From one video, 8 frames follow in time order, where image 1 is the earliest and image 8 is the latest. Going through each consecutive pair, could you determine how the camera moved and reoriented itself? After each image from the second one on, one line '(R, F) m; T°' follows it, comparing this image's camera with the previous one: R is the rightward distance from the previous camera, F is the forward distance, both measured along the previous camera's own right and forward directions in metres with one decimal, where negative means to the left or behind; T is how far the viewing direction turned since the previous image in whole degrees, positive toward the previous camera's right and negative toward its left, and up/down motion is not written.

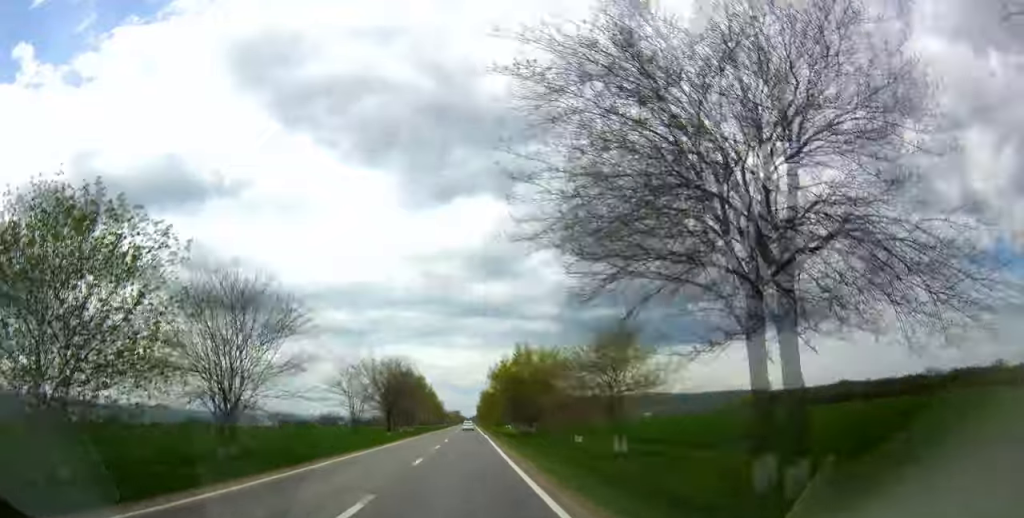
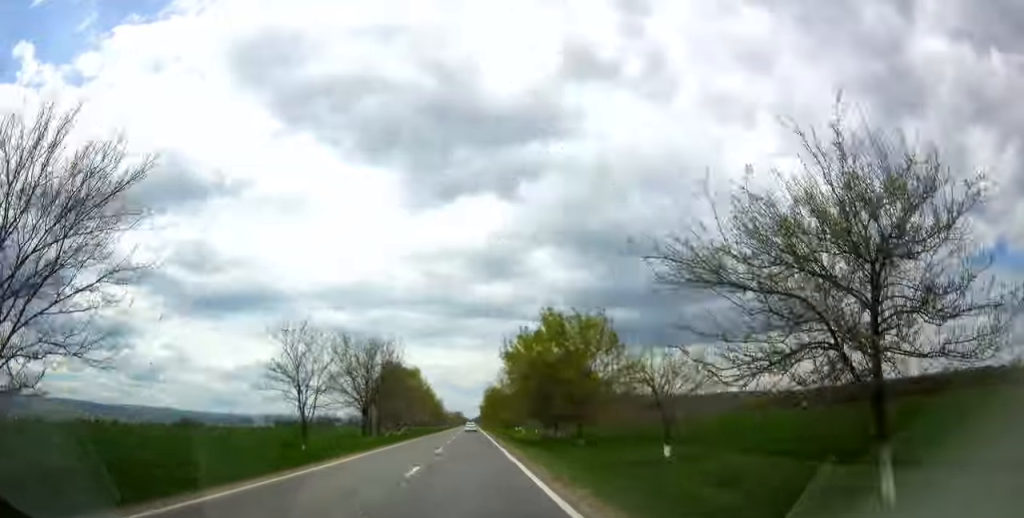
(-0.3, +15.8) m; 0°
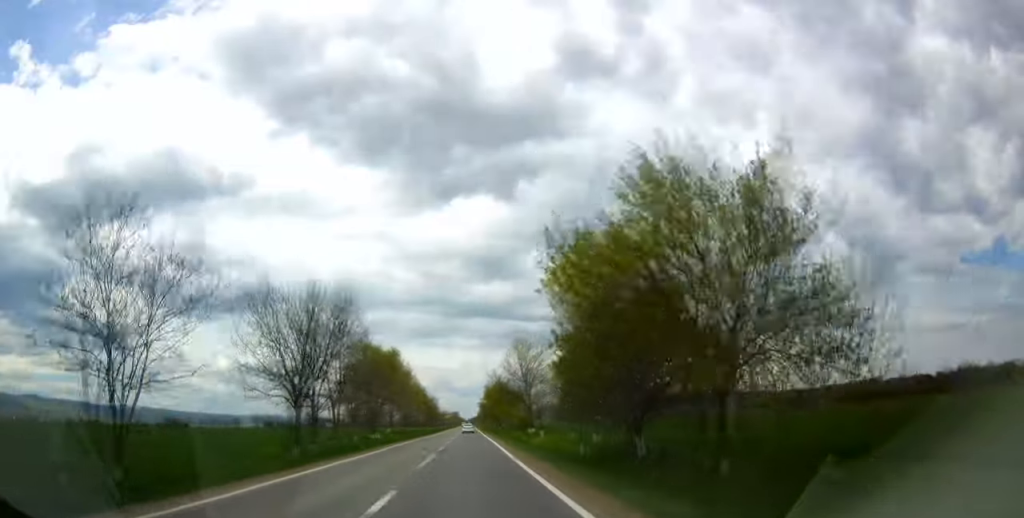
(-0.3, +19.4) m; +1°
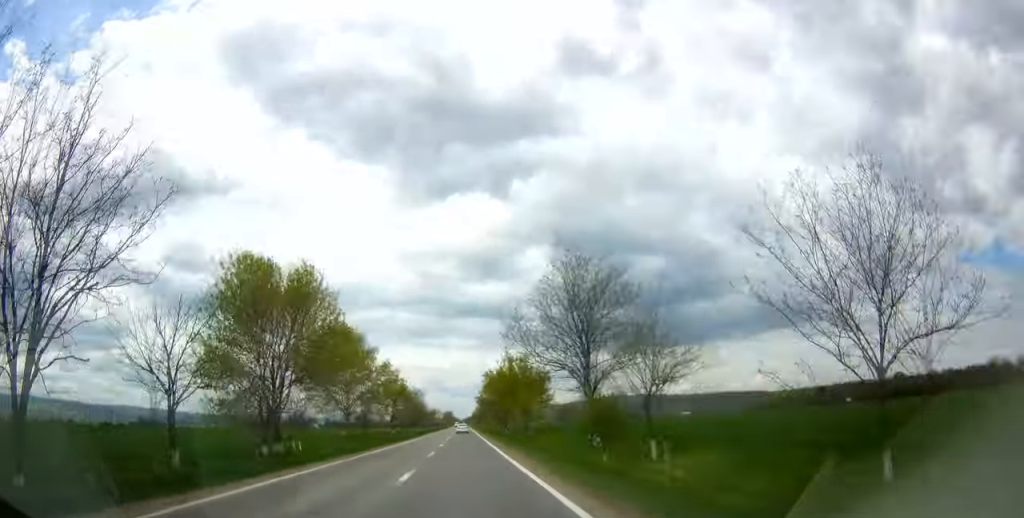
(+0.9, +31.3) m; 0°
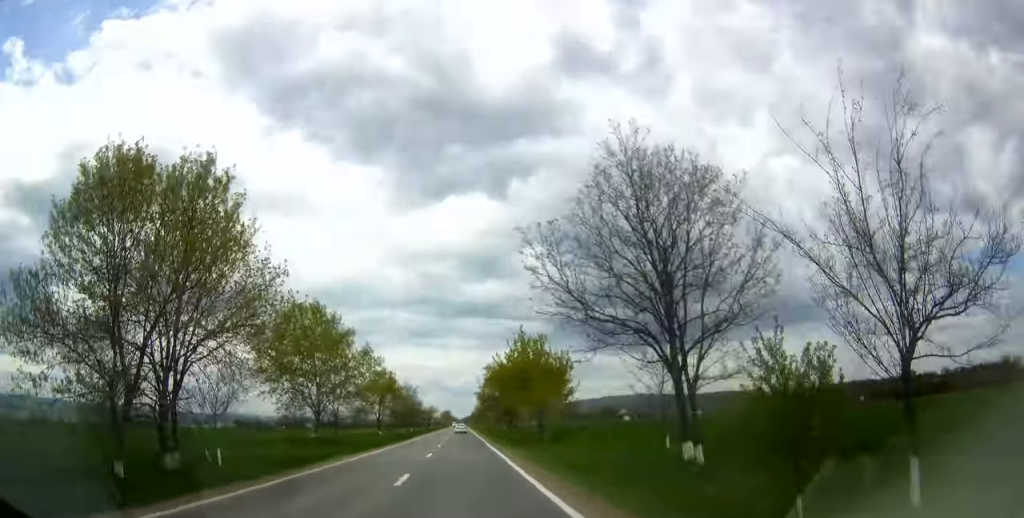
(-0.3, +11.9) m; -1°
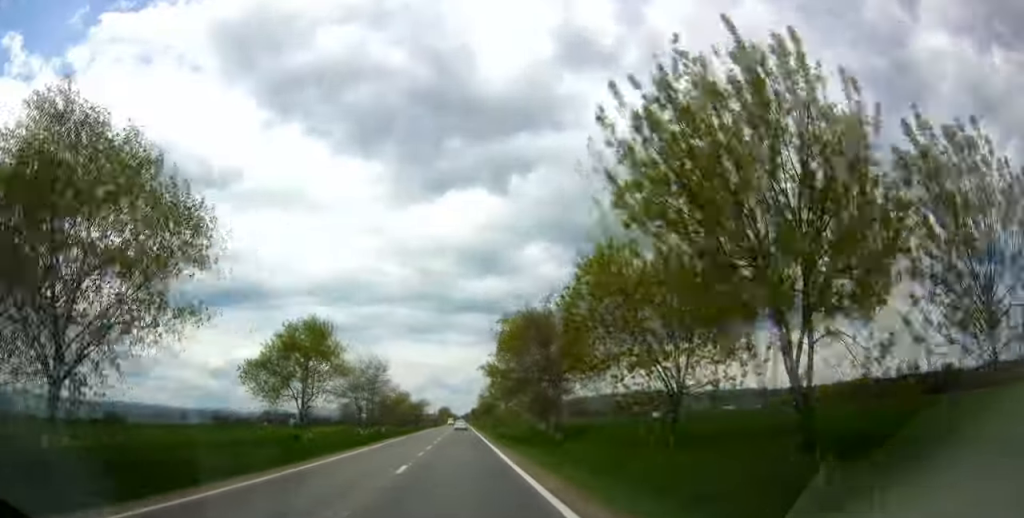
(-0.5, +34.4) m; +1°
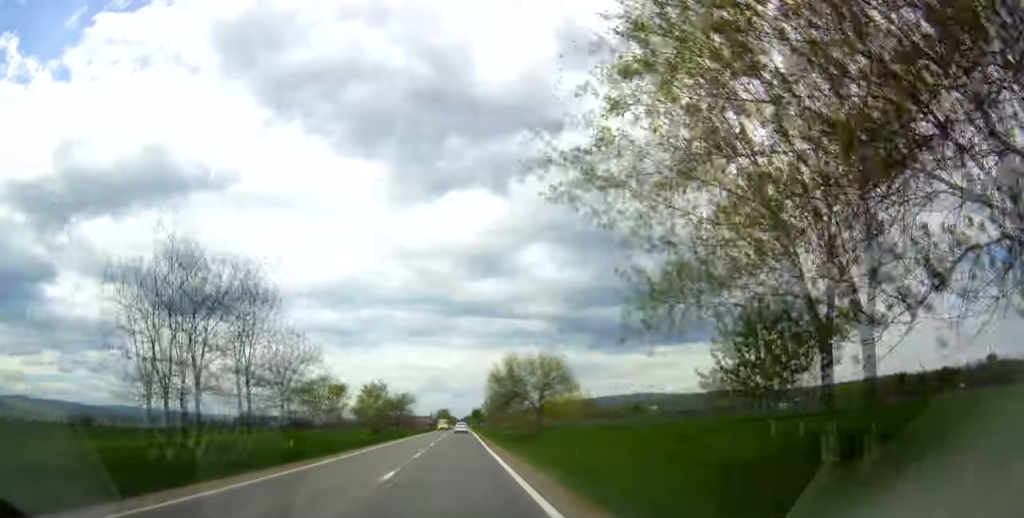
(+1.1, +37.6) m; +1°
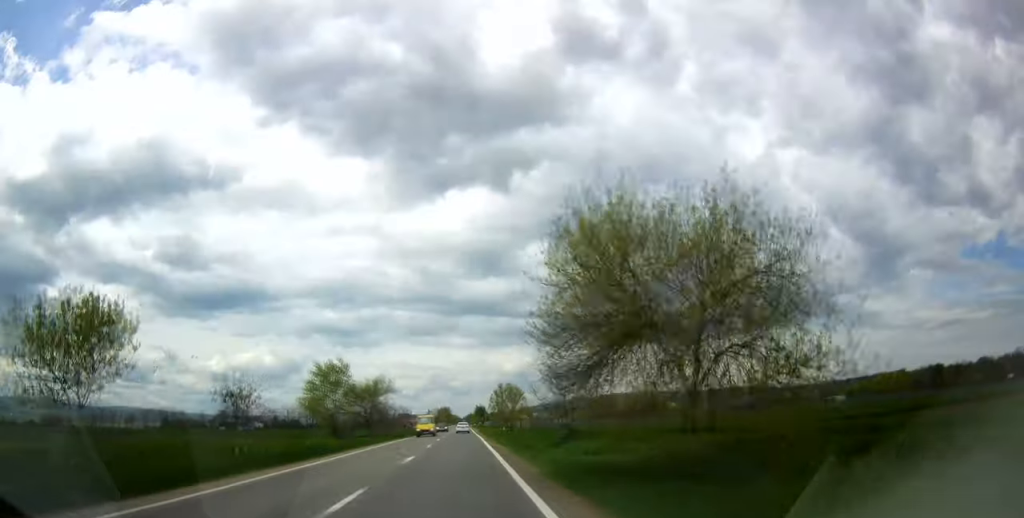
(-1.0, +30.2) m; -2°
